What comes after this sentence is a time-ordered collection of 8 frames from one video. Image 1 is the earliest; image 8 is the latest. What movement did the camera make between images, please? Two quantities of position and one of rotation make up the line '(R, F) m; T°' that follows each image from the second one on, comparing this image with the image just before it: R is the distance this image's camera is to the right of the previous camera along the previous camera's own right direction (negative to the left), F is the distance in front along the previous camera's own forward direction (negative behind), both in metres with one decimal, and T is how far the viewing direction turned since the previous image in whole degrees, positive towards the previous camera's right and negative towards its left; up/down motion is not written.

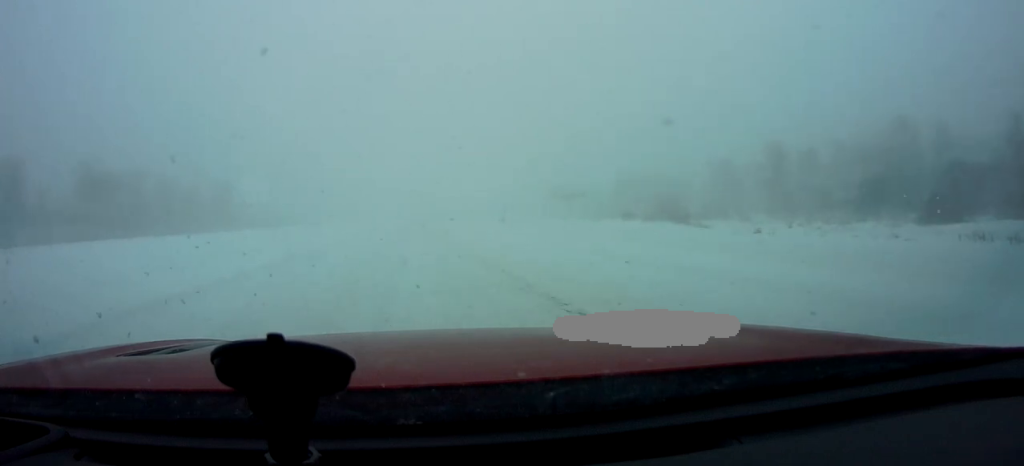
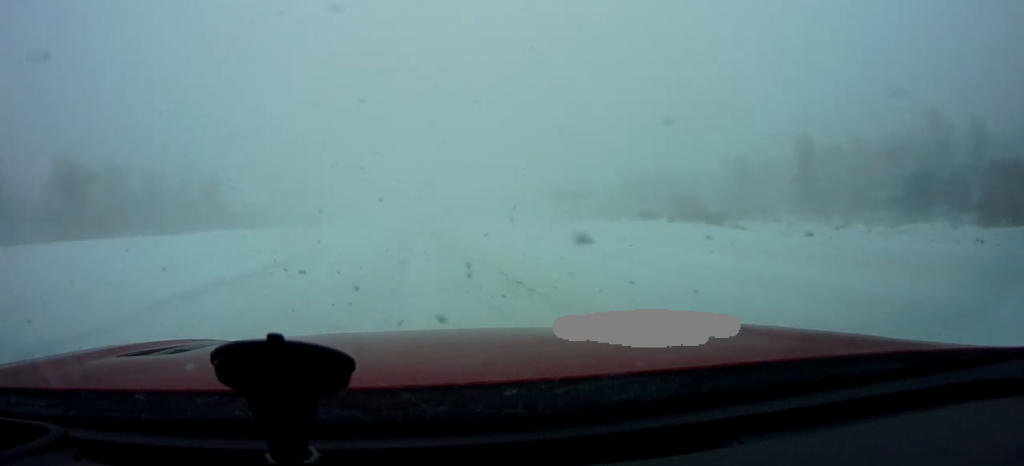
(+0.3, +9.5) m; +2°
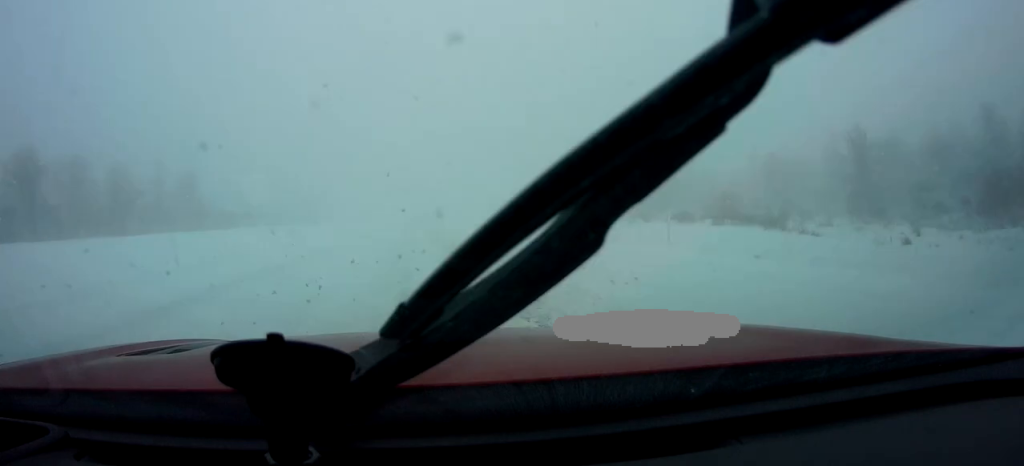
(-0.1, +13.6) m; -3°
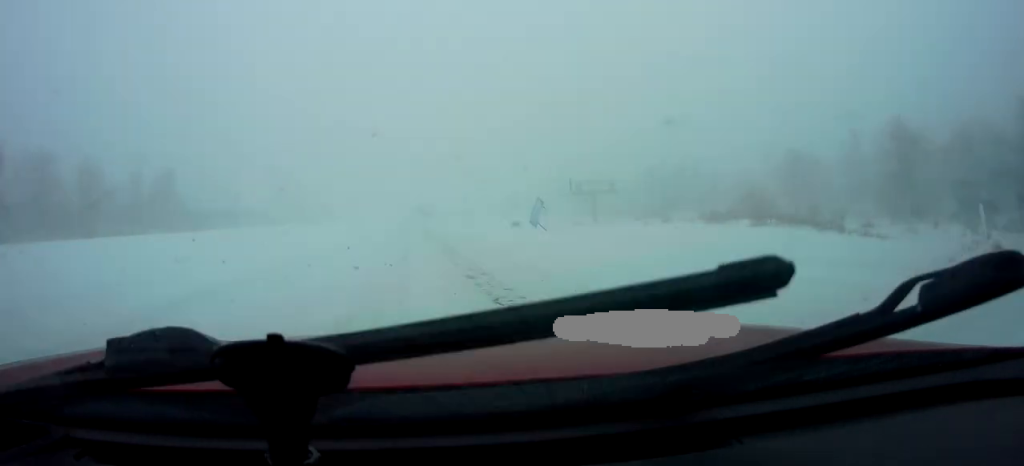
(-0.2, +10.2) m; 0°
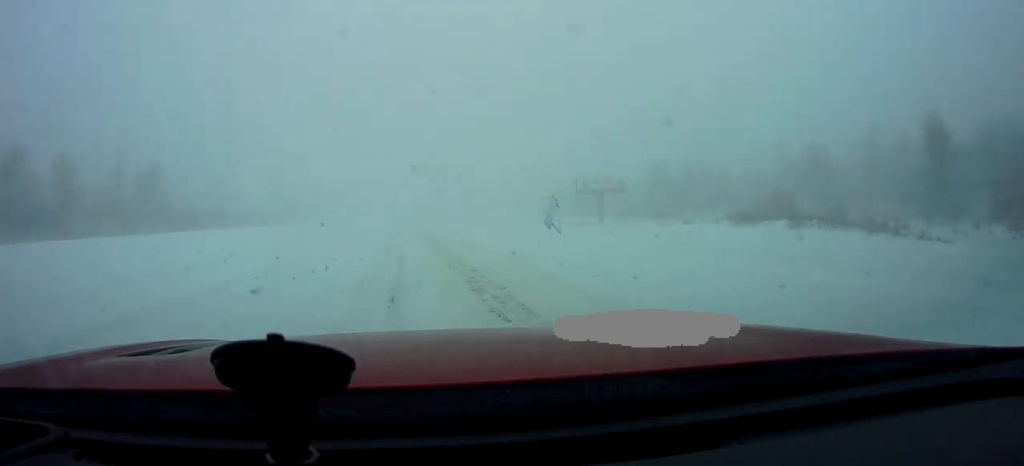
(0.0, +7.3) m; +1°
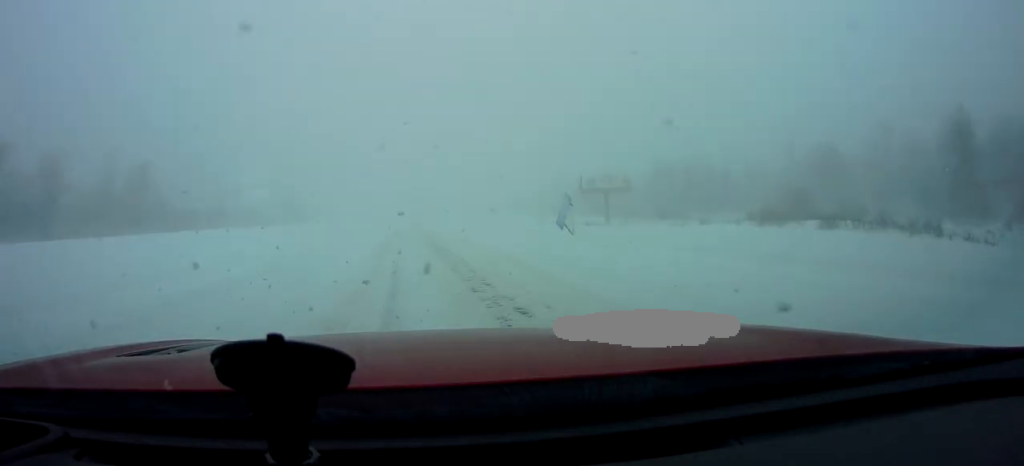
(+0.3, +5.1) m; 0°
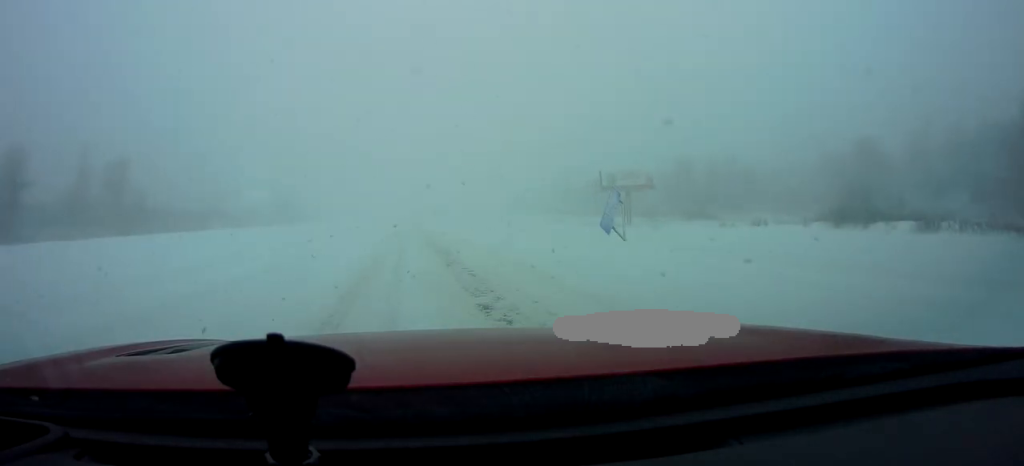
(-0.2, +11.9) m; -1°
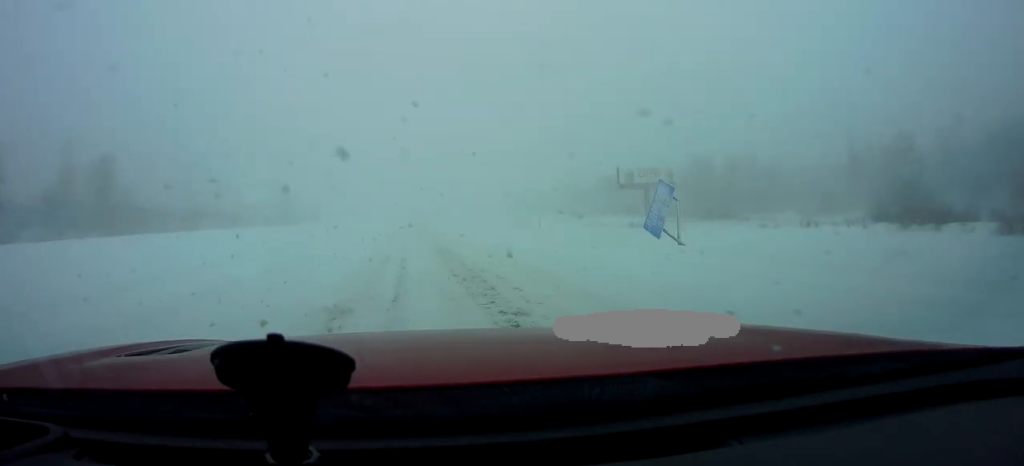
(-0.1, +8.2) m; 0°
